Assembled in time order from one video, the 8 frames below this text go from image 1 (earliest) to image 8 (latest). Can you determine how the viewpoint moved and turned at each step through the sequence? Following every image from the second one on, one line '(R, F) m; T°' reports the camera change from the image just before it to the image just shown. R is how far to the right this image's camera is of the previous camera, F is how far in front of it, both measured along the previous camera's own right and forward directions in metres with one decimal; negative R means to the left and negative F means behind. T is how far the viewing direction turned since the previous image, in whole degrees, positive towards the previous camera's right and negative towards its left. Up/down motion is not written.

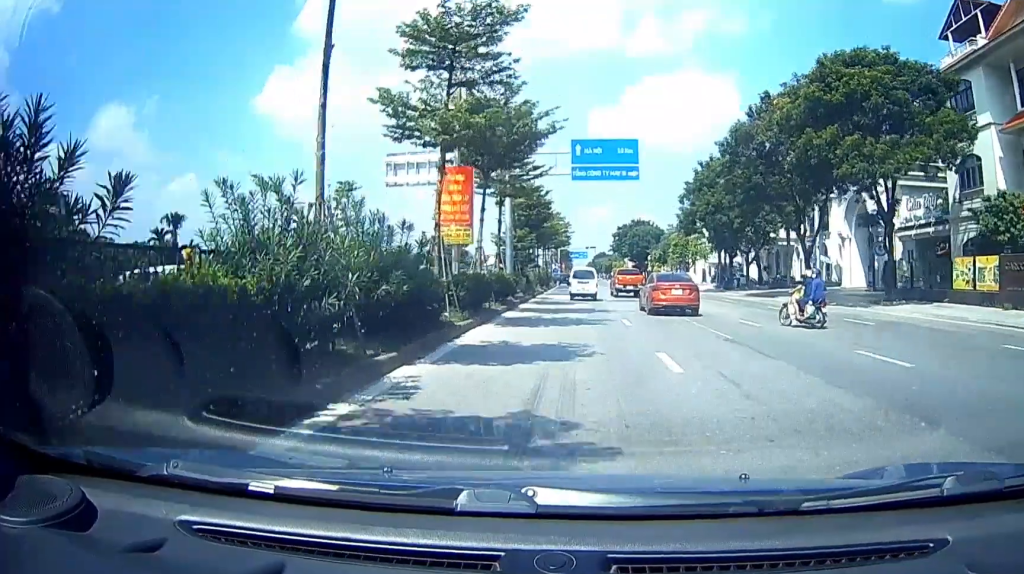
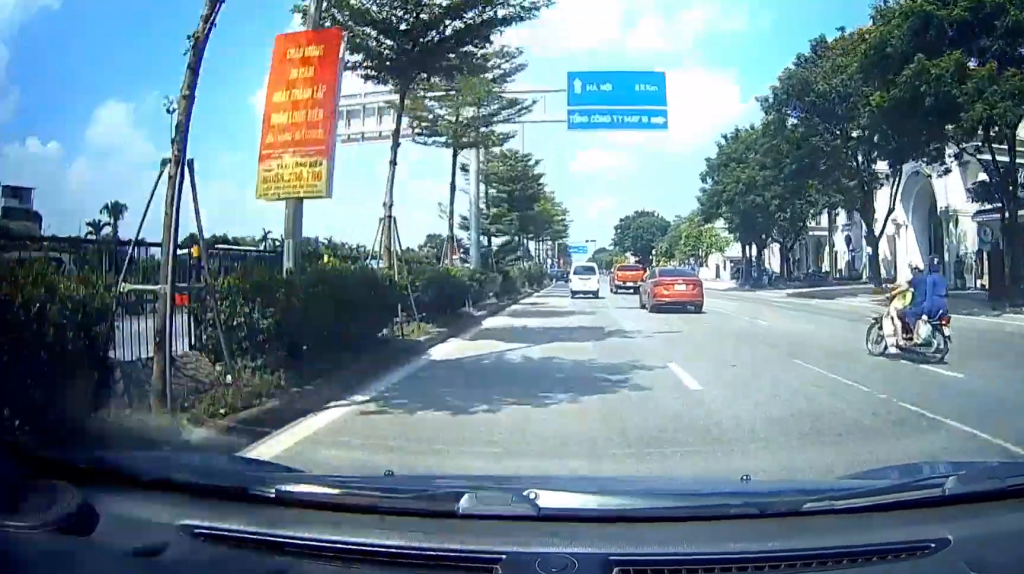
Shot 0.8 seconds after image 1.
(+0.2, +8.0) m; +1°
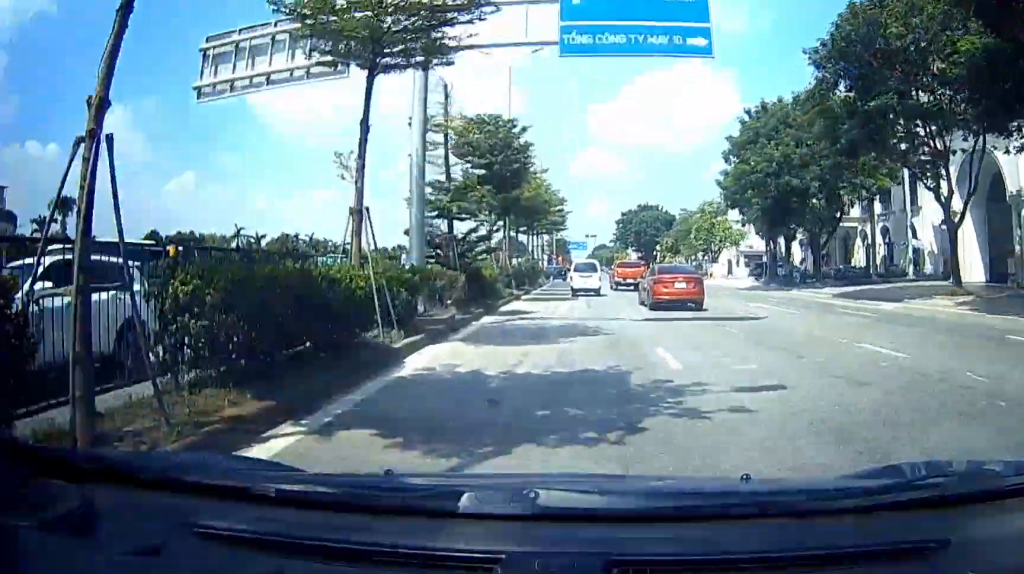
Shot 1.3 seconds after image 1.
(0.0, +5.9) m; 0°
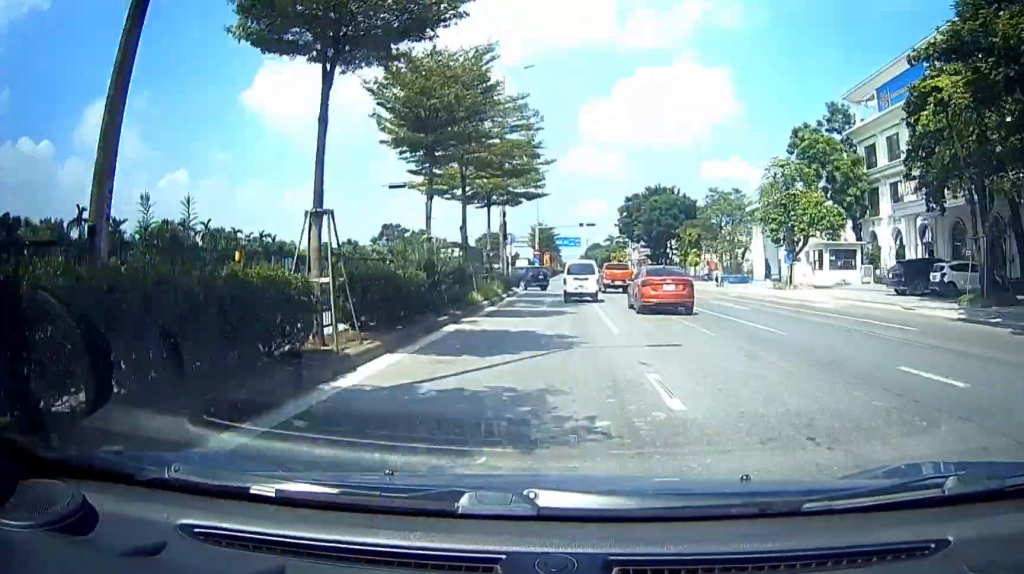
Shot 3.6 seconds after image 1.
(-1.2, +28.4) m; -5°
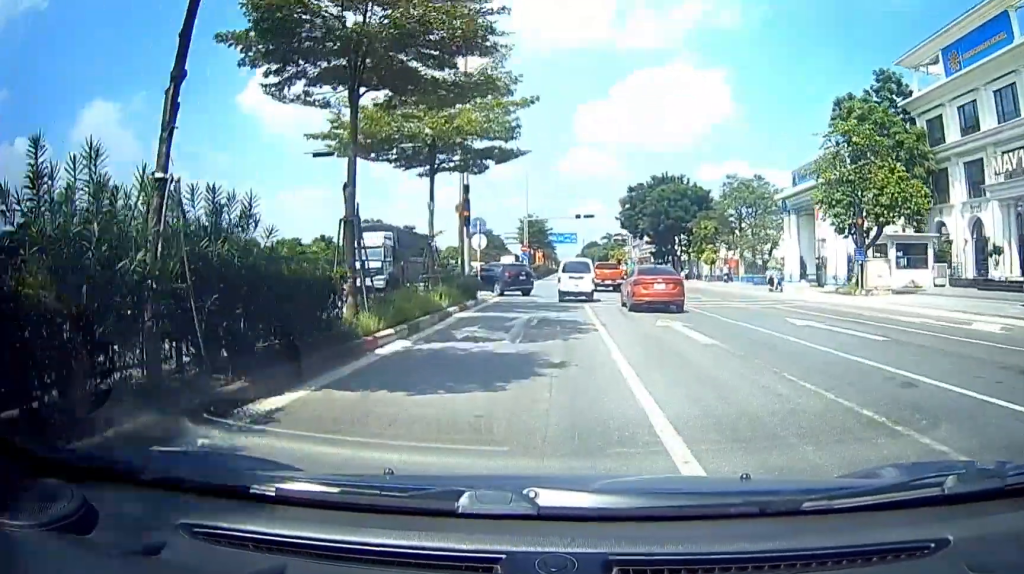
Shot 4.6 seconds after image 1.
(-0.1, +11.7) m; 0°
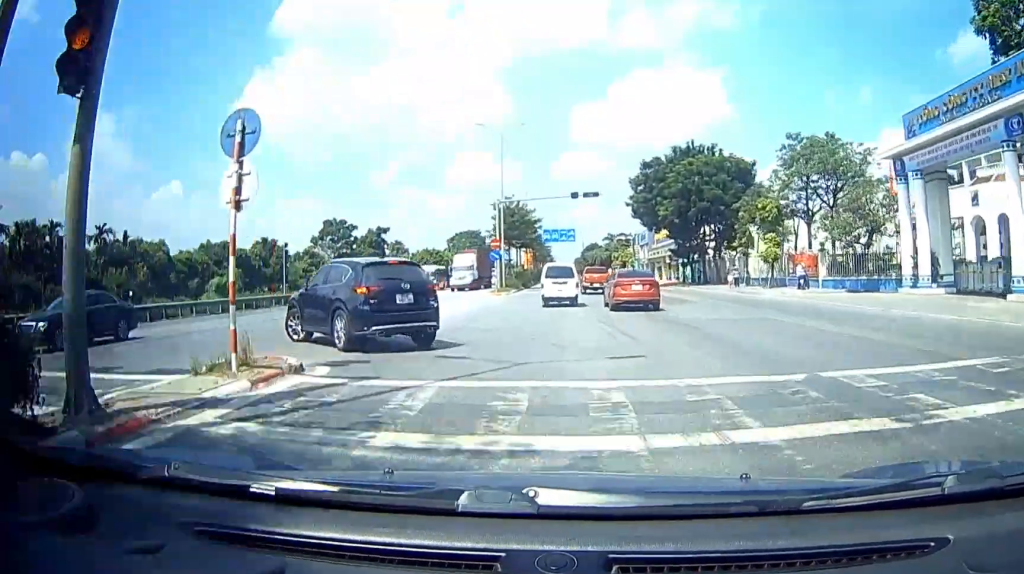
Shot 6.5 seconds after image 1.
(0.0, +23.5) m; 0°
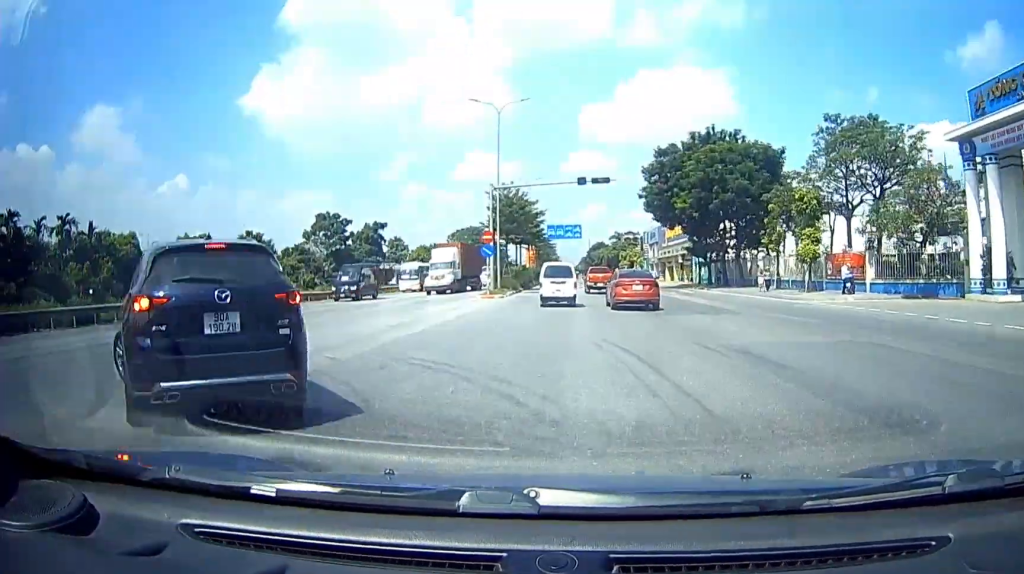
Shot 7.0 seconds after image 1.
(0.0, +6.7) m; 0°
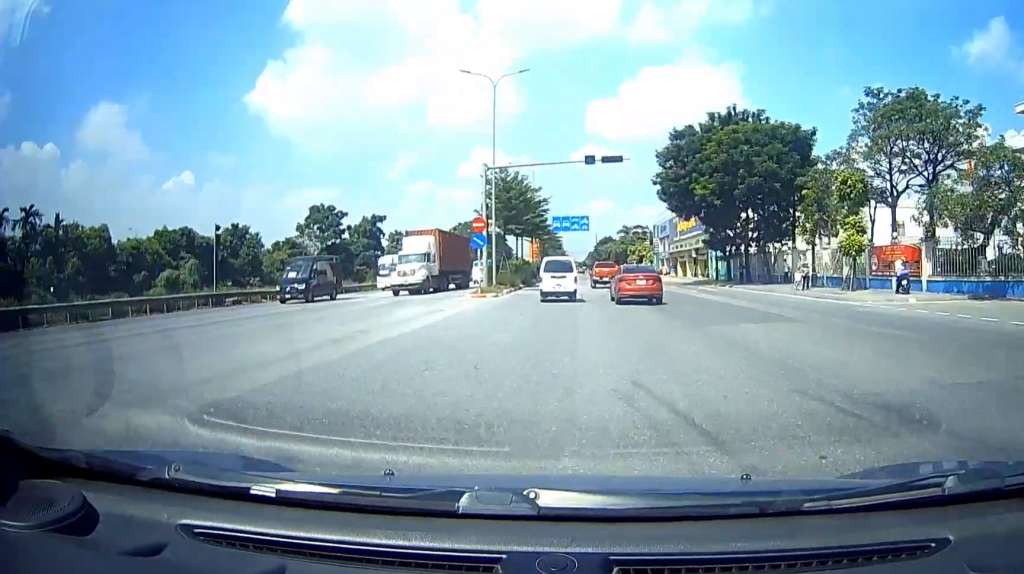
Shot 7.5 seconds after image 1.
(0.0, +5.6) m; 0°
